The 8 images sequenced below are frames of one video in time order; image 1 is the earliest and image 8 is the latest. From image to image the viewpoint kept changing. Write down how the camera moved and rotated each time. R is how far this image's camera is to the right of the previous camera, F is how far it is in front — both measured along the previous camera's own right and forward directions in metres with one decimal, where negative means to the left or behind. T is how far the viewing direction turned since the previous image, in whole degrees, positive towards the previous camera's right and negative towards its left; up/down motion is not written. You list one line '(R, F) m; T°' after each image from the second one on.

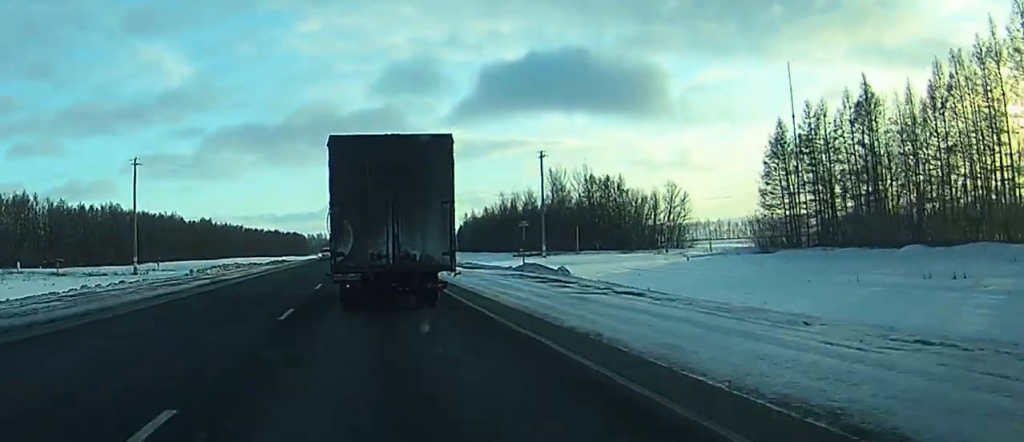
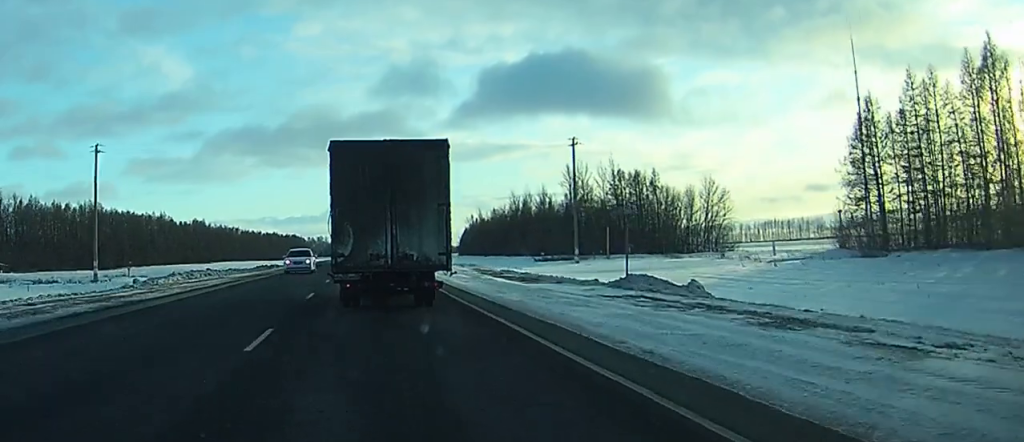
(0.0, +16.9) m; +1°
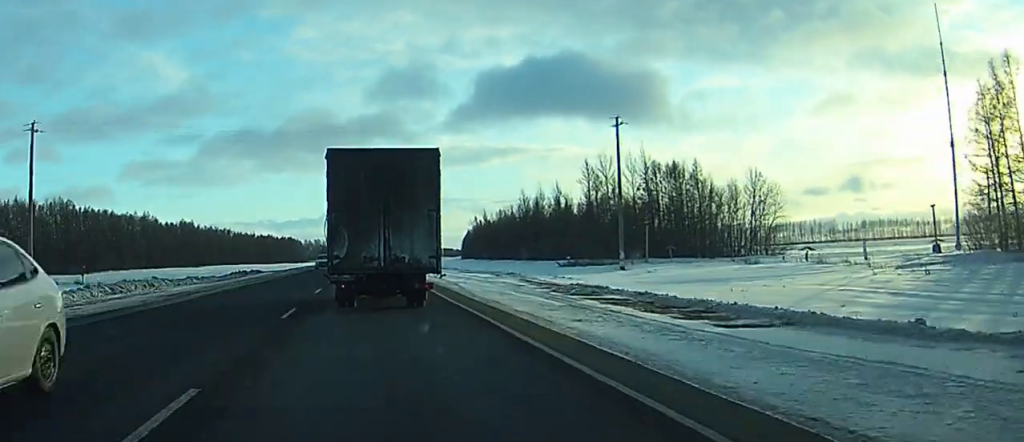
(+0.3, +18.1) m; -1°
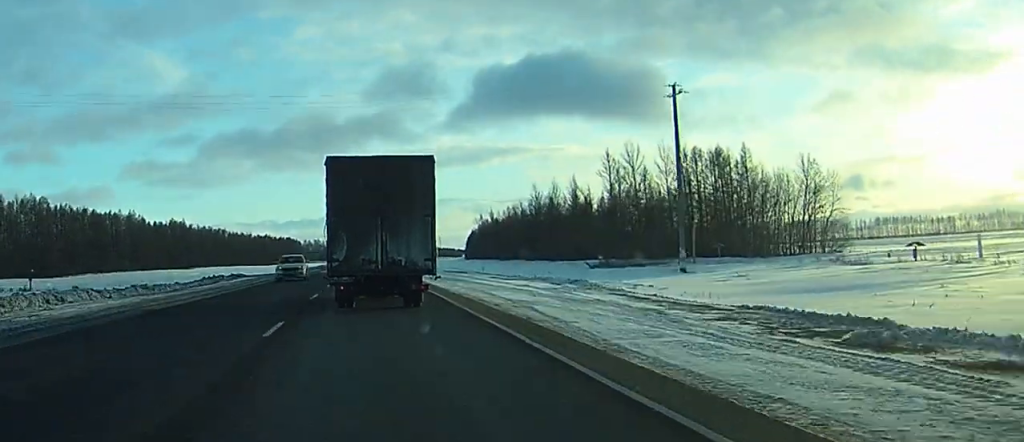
(-0.5, +15.4) m; -1°
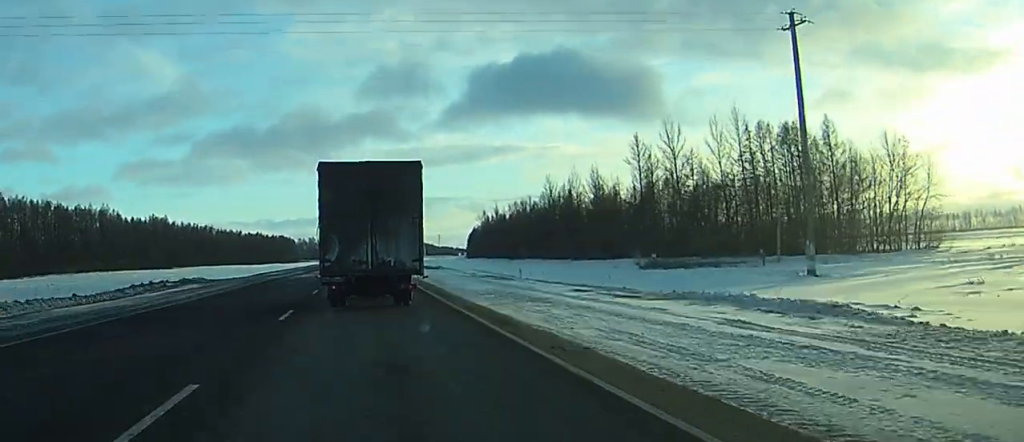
(+0.1, +20.2) m; +1°
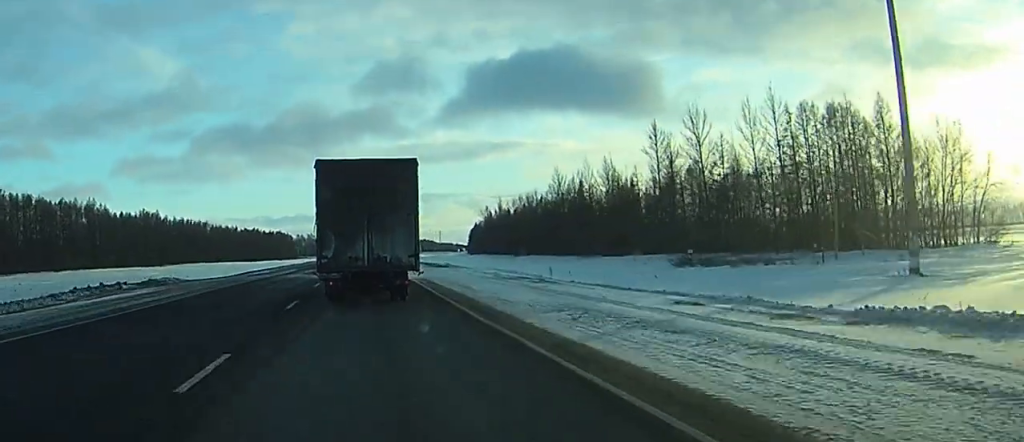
(+0.1, +9.5) m; 0°
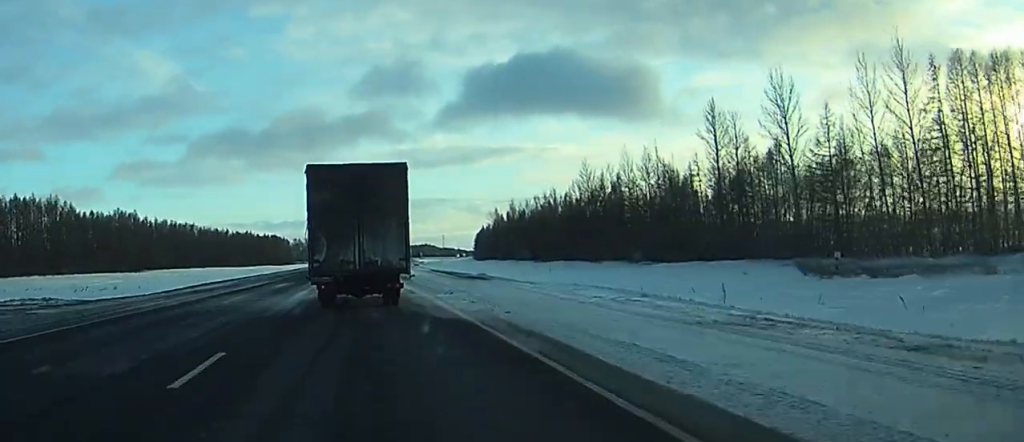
(+0.2, +23.4) m; 0°
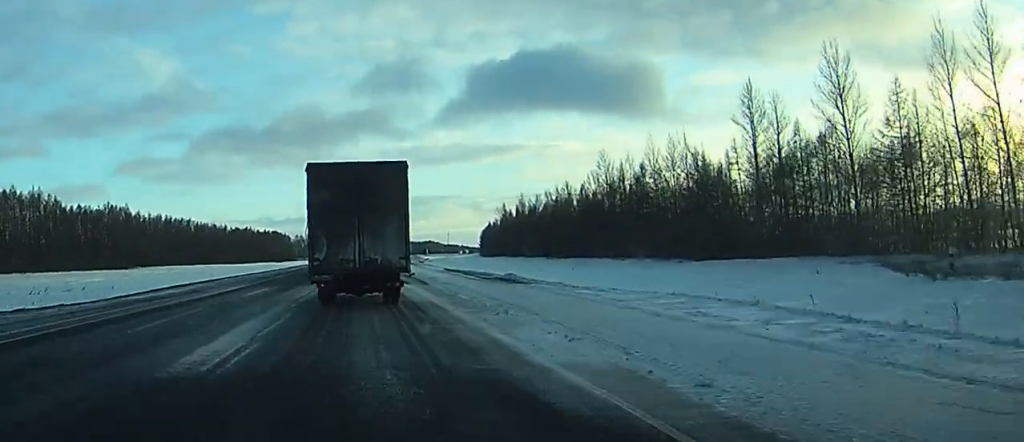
(0.0, +10.5) m; 0°
